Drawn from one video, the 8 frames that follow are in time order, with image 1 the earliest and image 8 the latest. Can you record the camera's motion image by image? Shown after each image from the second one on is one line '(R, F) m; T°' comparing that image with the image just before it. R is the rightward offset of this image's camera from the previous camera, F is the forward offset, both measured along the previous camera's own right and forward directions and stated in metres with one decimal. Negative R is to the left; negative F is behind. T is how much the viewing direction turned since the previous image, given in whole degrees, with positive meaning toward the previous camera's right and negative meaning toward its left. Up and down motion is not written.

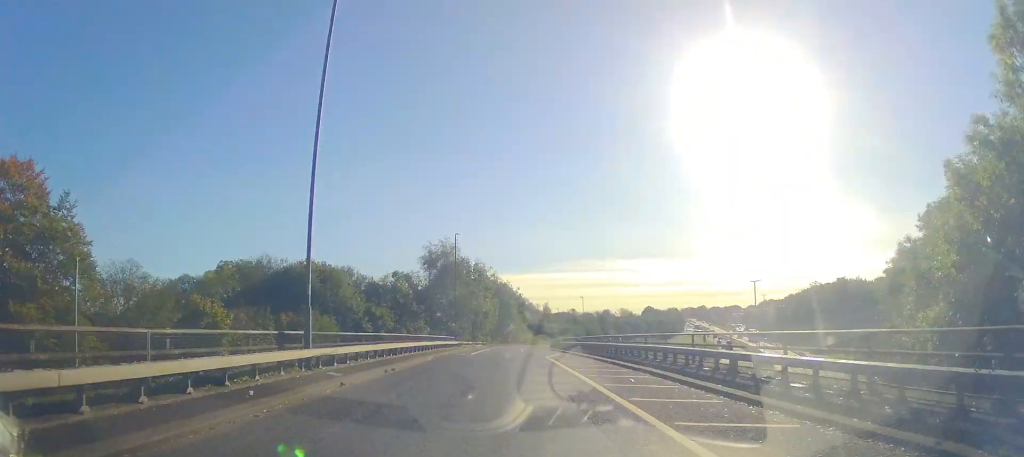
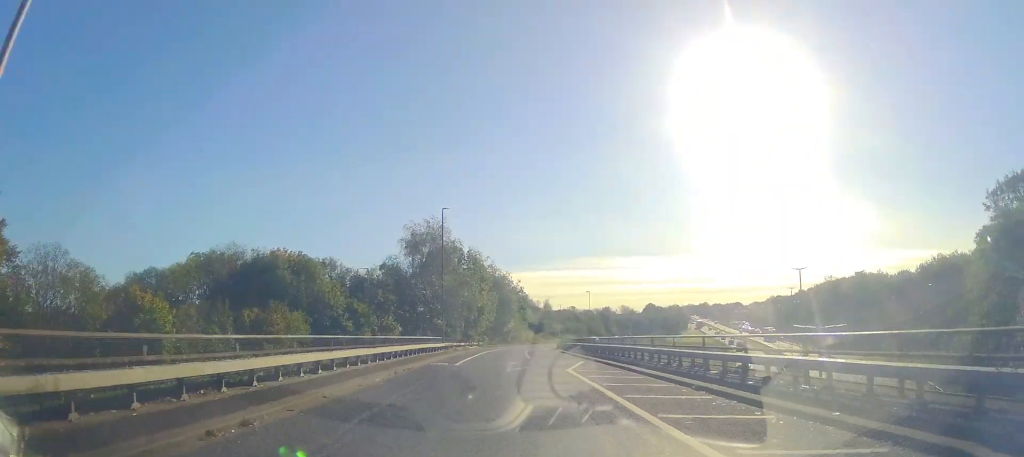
(-0.2, +9.7) m; -2°
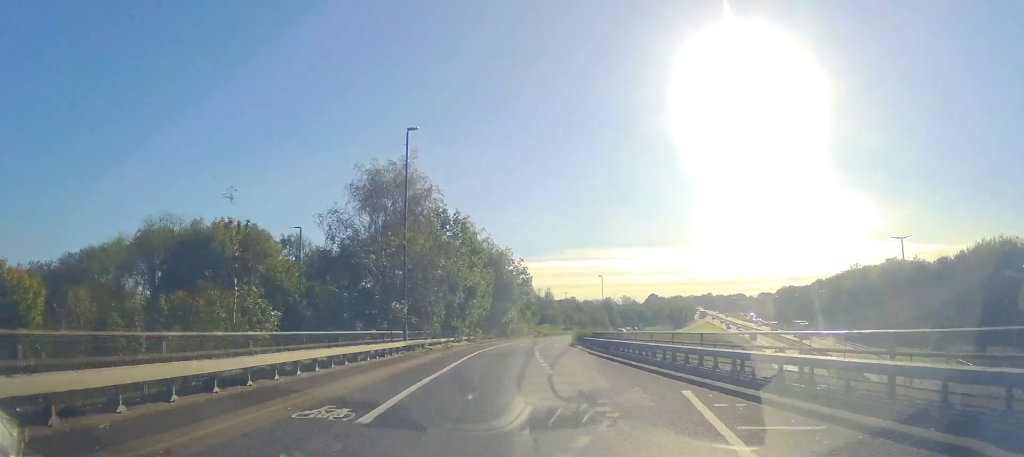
(-0.4, +14.5) m; -1°
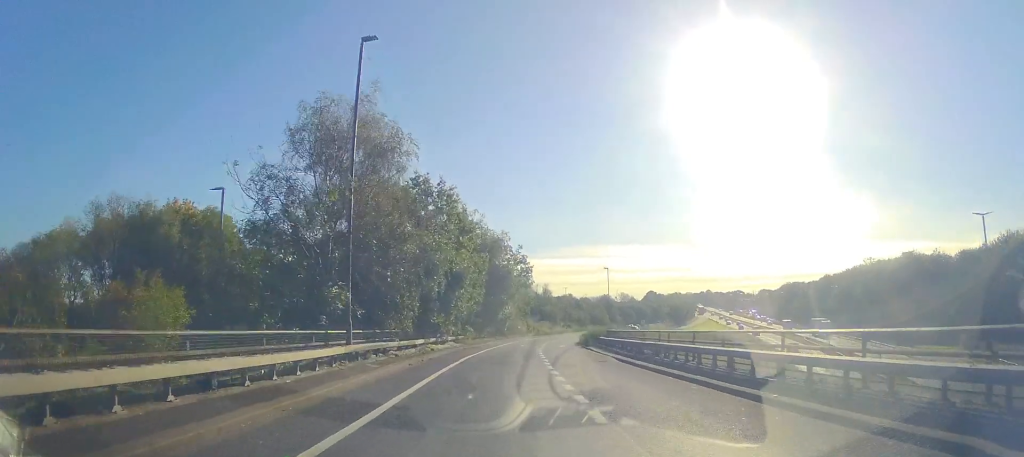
(0.0, +8.3) m; +1°
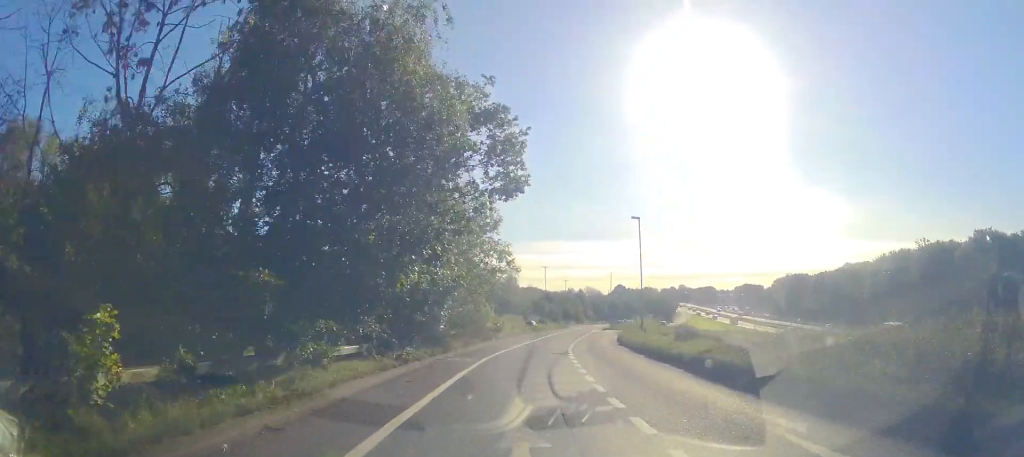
(+0.8, +37.2) m; +5°
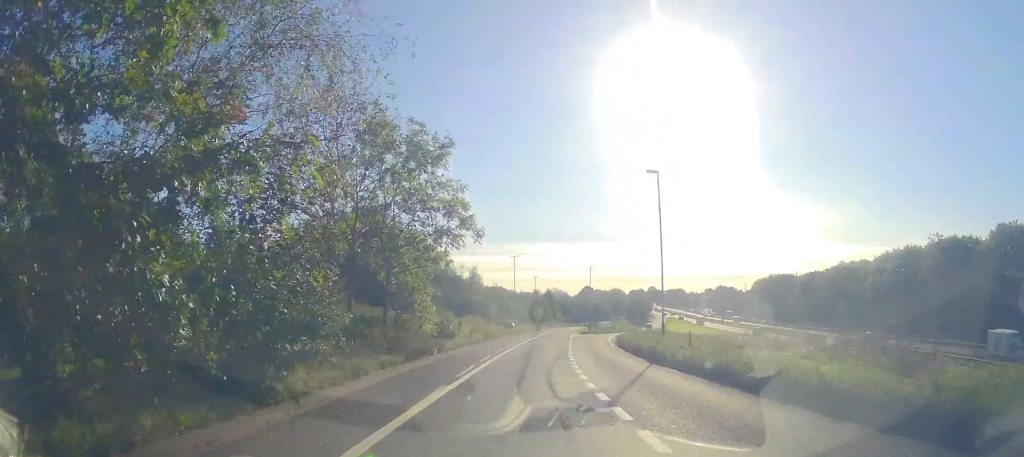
(+0.7, +15.1) m; +2°
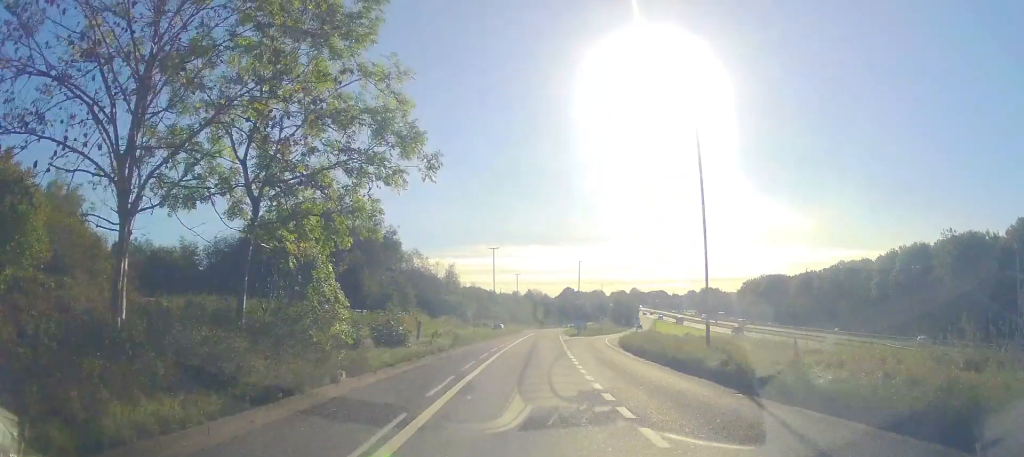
(-0.4, +9.7) m; +1°
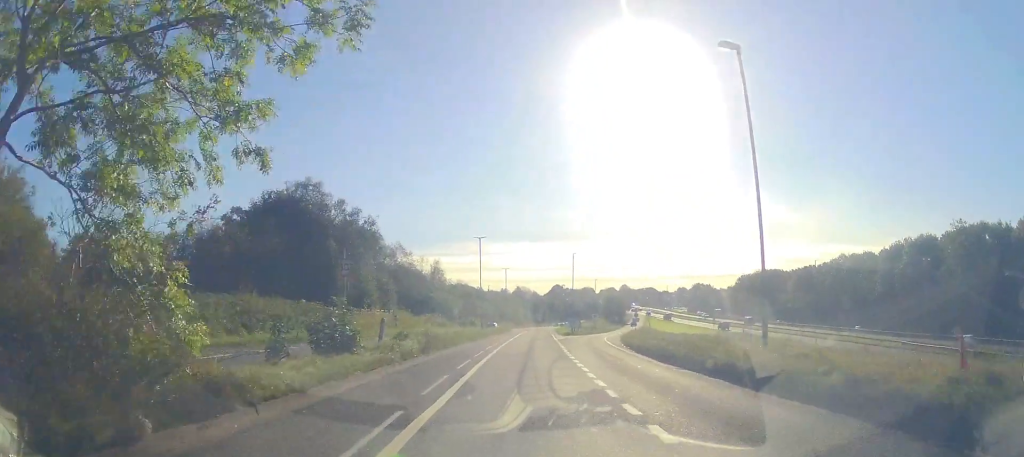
(+0.3, +5.8) m; +2°
